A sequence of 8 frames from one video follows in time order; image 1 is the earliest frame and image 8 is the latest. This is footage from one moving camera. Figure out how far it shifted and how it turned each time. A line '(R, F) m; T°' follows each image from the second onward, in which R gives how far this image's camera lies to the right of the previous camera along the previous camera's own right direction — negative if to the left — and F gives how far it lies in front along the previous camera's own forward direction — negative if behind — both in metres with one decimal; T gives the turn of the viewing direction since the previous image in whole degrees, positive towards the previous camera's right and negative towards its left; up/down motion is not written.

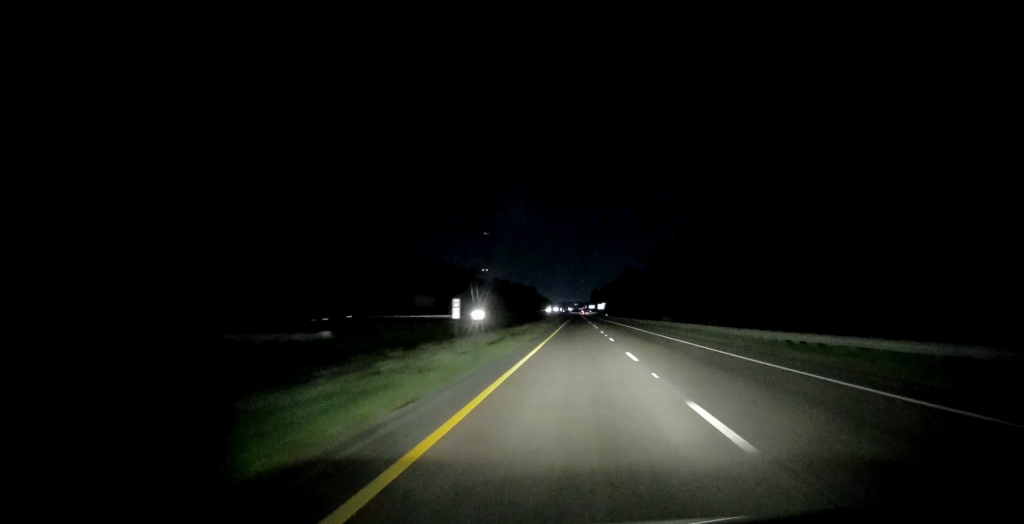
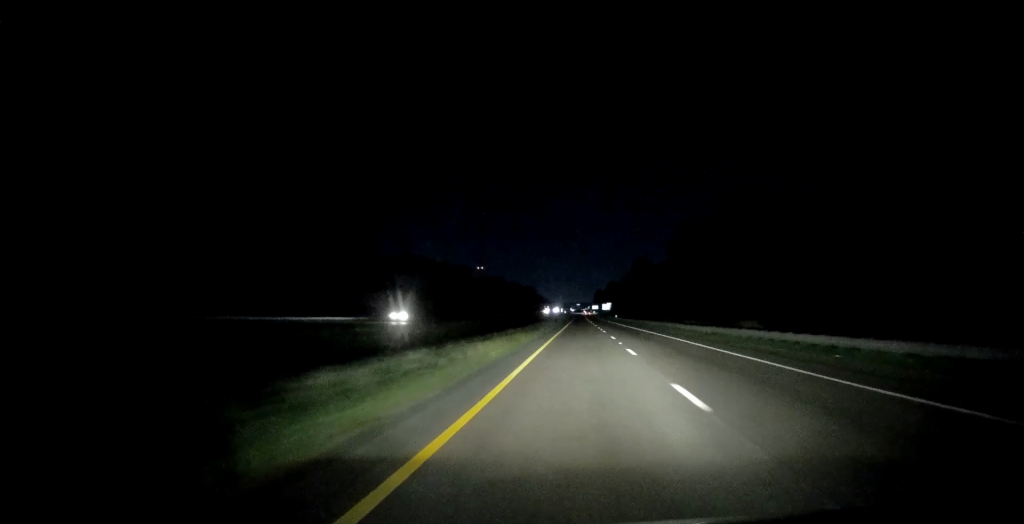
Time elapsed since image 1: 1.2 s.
(+0.1, +36.2) m; -1°
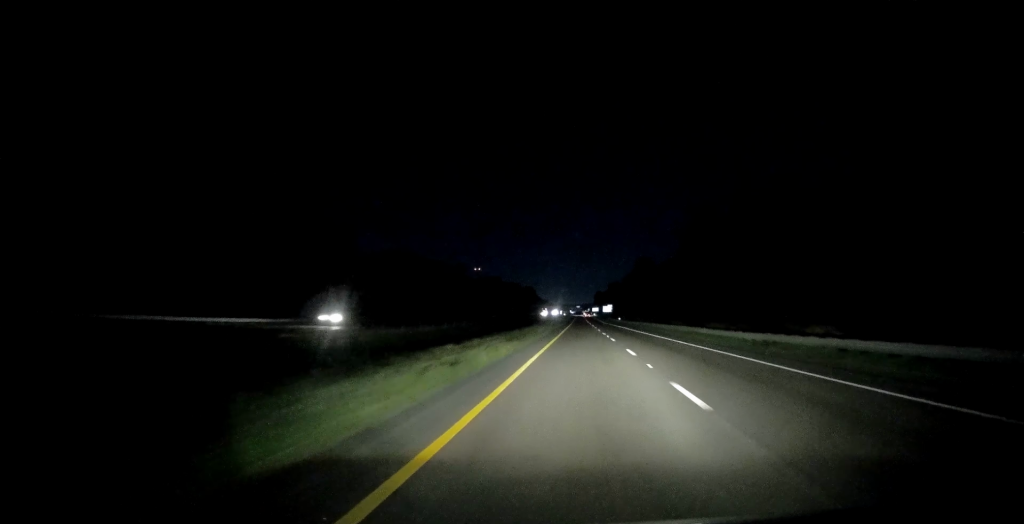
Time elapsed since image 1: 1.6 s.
(0.0, +12.1) m; 0°
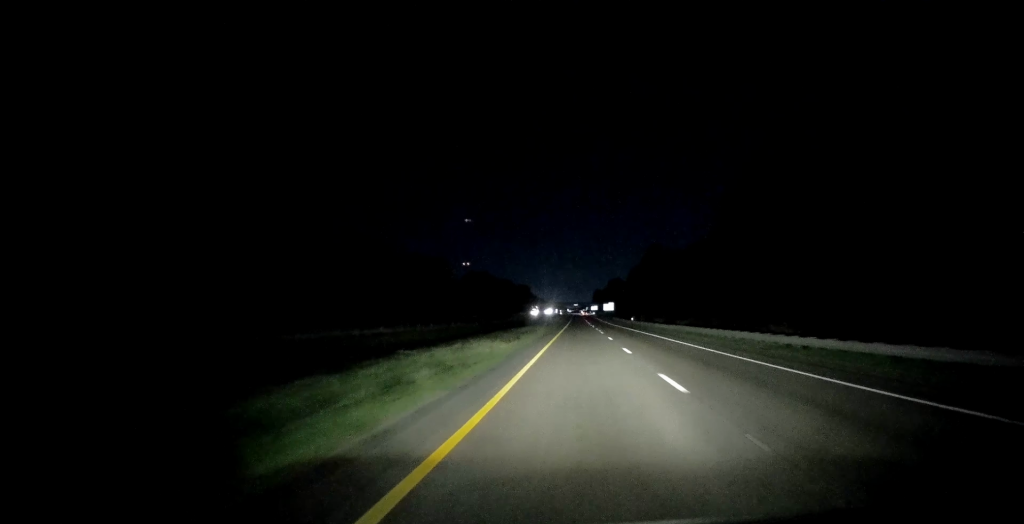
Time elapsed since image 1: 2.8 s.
(-0.2, +36.1) m; +1°
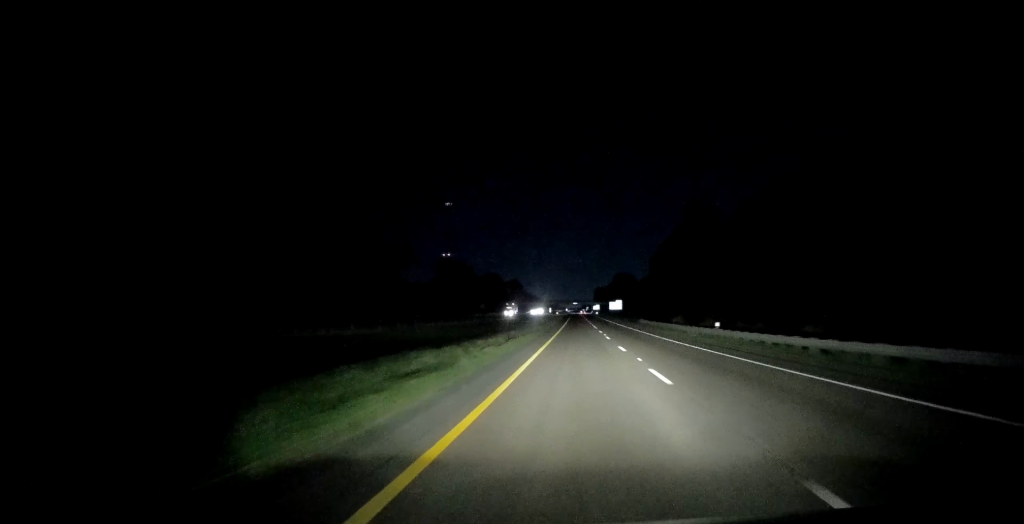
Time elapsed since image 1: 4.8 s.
(+0.1, +60.7) m; 0°
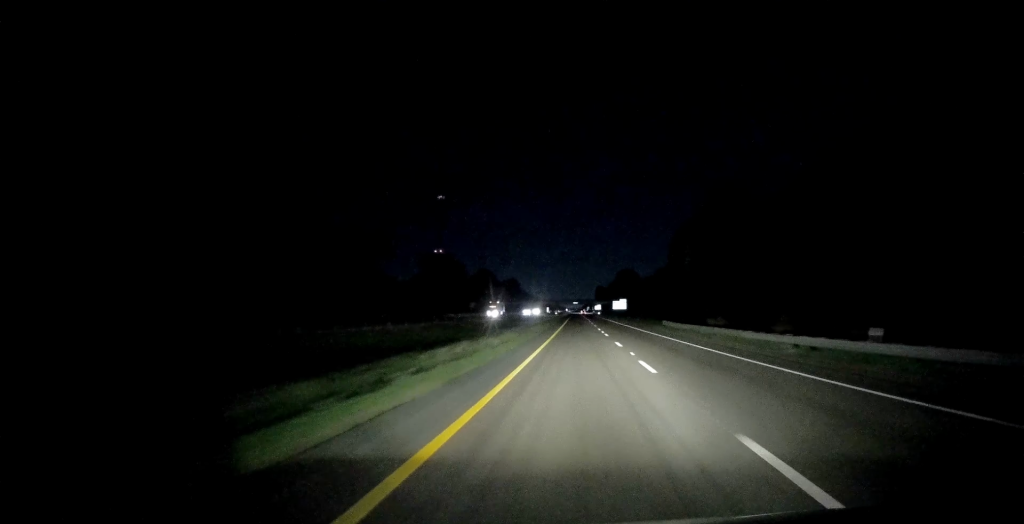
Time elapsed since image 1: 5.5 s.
(+0.1, +21.4) m; 0°
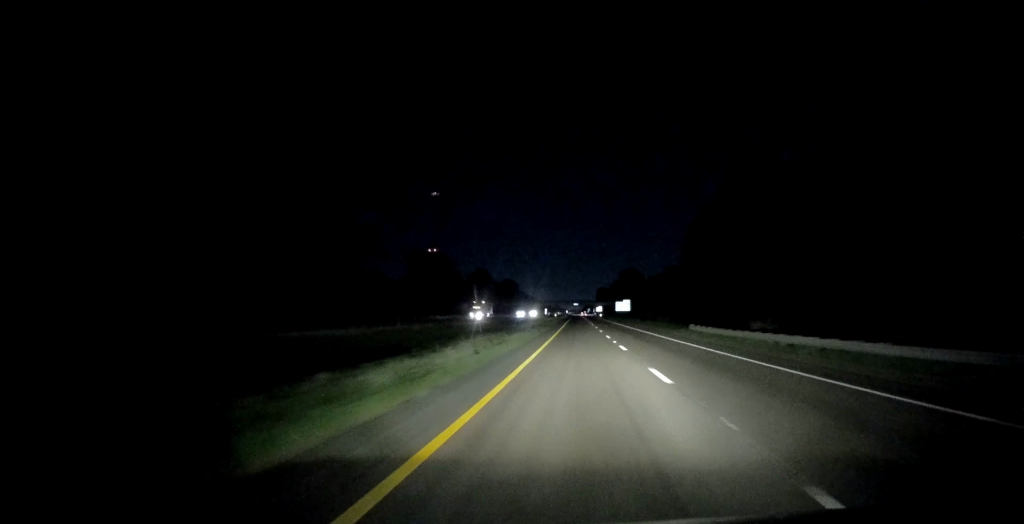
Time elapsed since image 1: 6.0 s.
(+0.1, +14.4) m; 0°
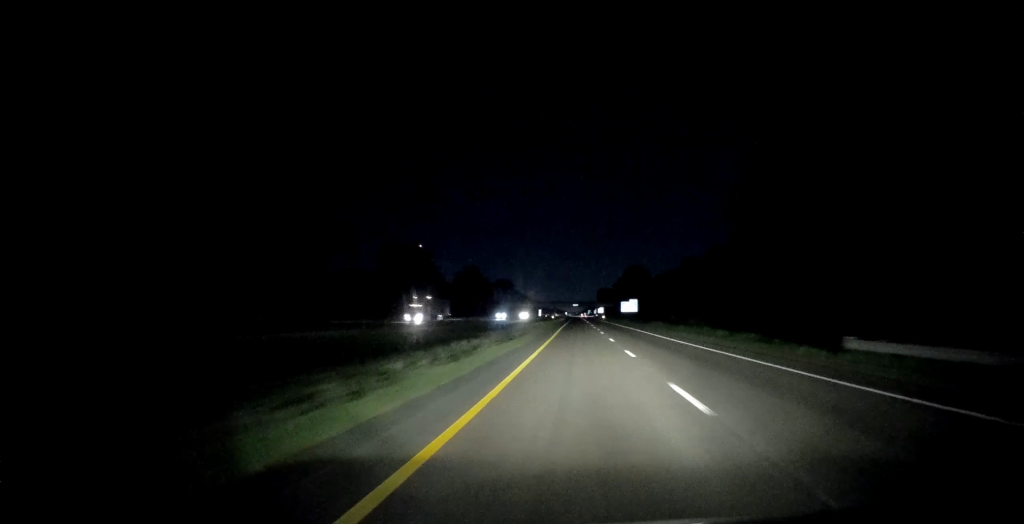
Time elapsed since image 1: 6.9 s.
(+0.1, +27.9) m; 0°
